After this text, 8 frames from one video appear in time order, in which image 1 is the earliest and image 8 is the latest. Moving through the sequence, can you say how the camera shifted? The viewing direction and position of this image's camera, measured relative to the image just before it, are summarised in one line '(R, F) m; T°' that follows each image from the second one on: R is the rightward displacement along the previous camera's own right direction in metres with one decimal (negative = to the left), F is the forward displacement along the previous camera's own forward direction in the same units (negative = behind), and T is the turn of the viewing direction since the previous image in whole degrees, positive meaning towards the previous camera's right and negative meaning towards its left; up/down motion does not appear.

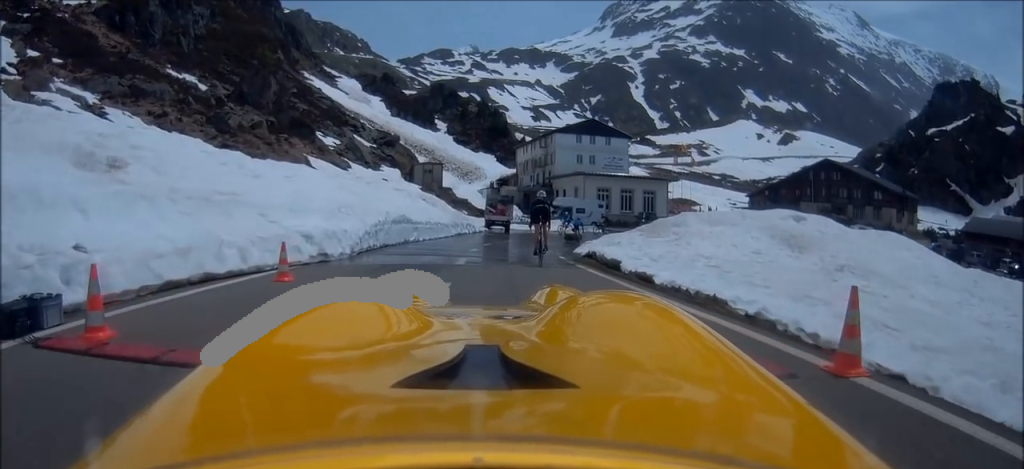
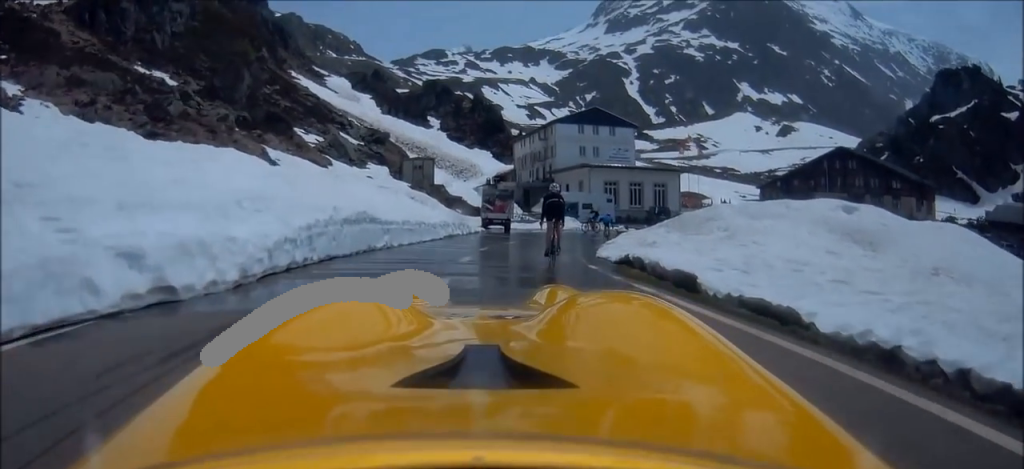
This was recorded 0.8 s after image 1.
(+0.1, +5.7) m; +2°
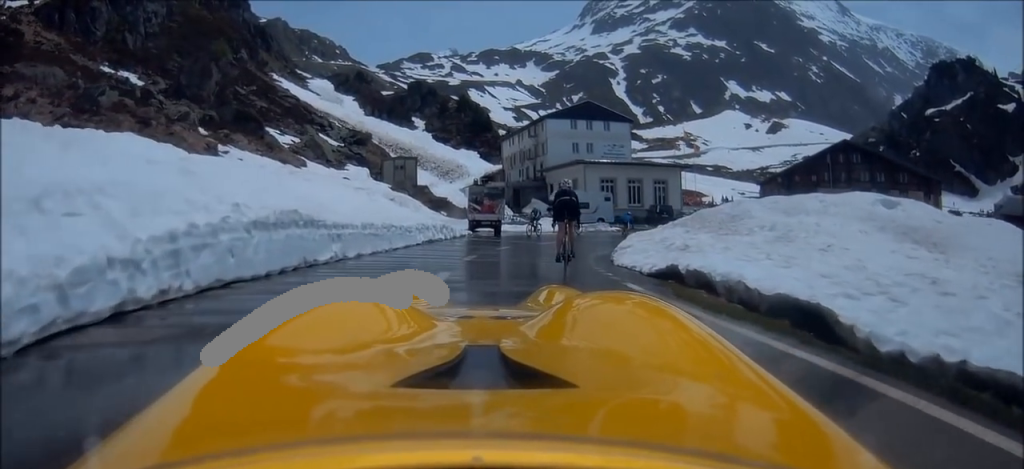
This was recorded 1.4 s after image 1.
(-0.2, +4.3) m; +4°
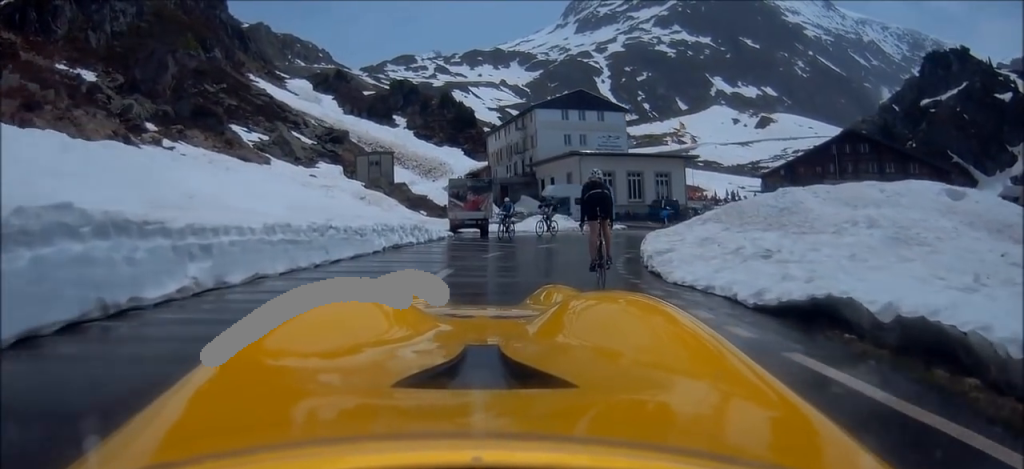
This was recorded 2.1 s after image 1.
(+0.4, +5.4) m; +4°
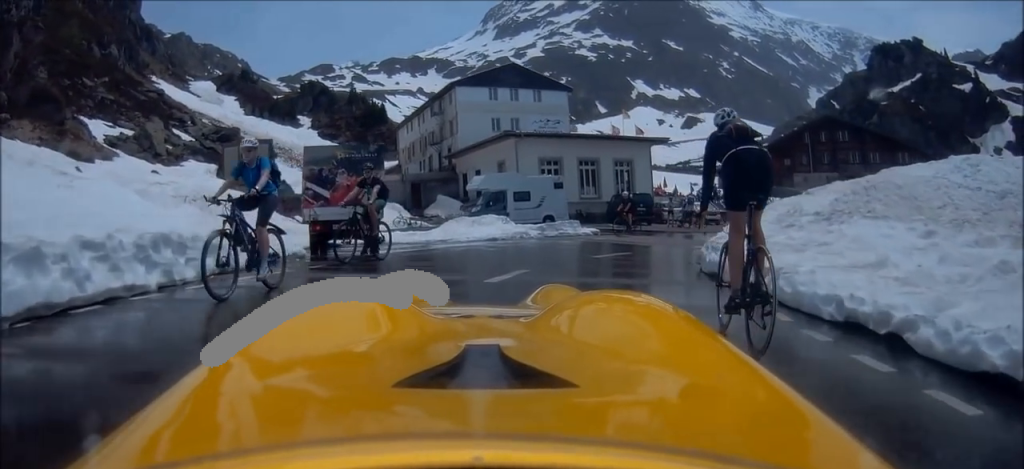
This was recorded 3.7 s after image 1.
(+0.7, +12.3) m; +8°
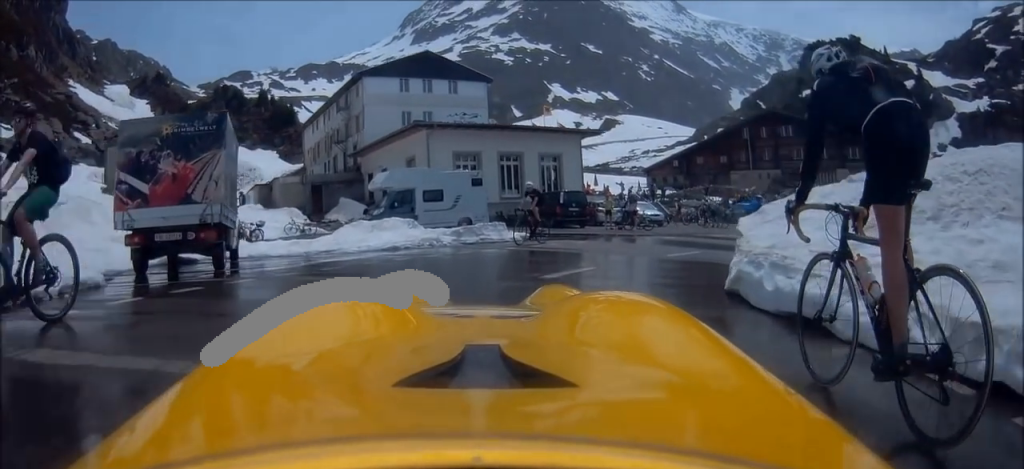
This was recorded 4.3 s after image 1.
(+0.2, +4.7) m; +11°
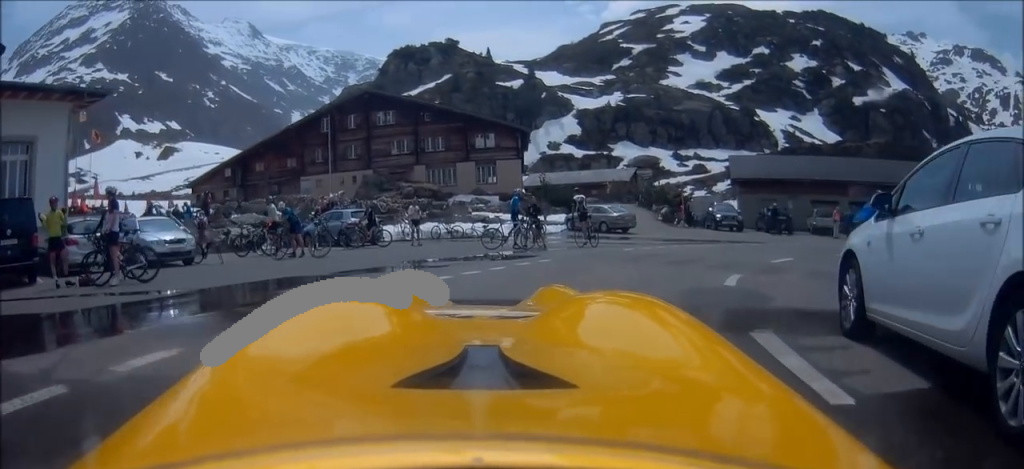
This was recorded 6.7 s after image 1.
(+6.4, +15.4) m; +49°
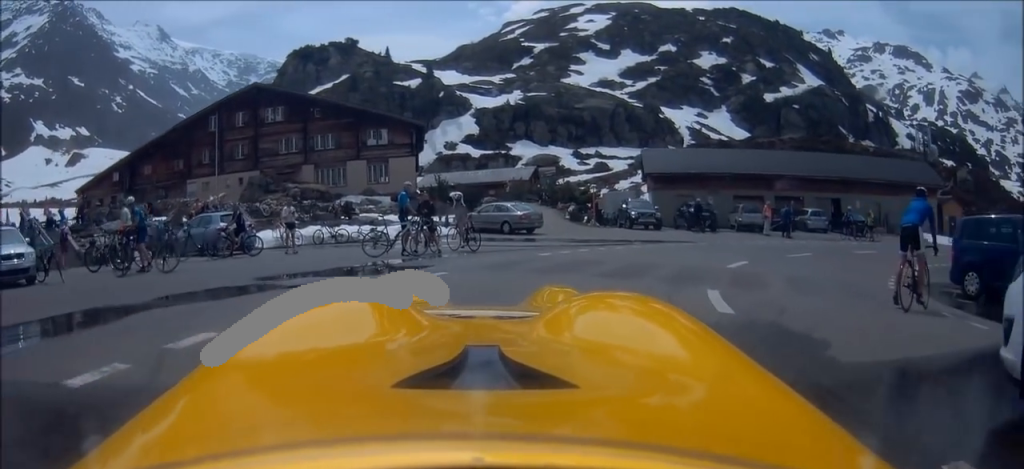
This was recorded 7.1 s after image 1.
(+0.7, +3.2) m; +12°
